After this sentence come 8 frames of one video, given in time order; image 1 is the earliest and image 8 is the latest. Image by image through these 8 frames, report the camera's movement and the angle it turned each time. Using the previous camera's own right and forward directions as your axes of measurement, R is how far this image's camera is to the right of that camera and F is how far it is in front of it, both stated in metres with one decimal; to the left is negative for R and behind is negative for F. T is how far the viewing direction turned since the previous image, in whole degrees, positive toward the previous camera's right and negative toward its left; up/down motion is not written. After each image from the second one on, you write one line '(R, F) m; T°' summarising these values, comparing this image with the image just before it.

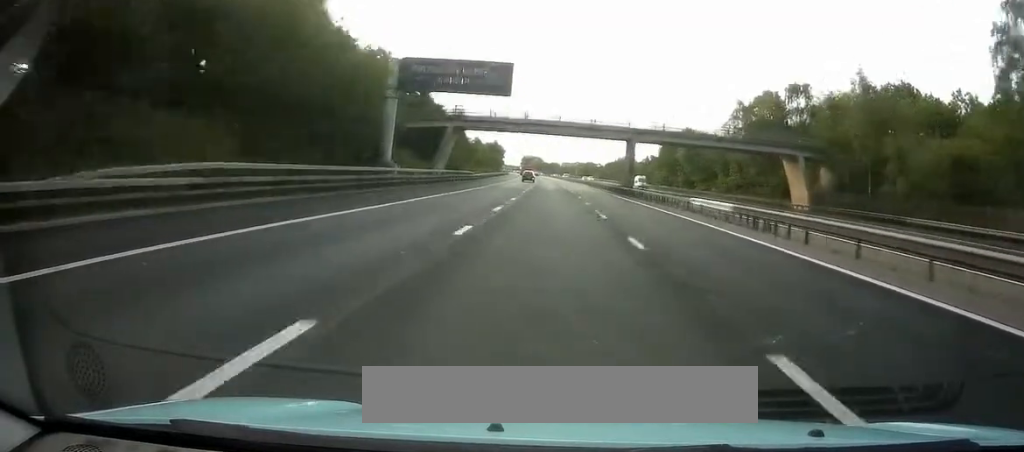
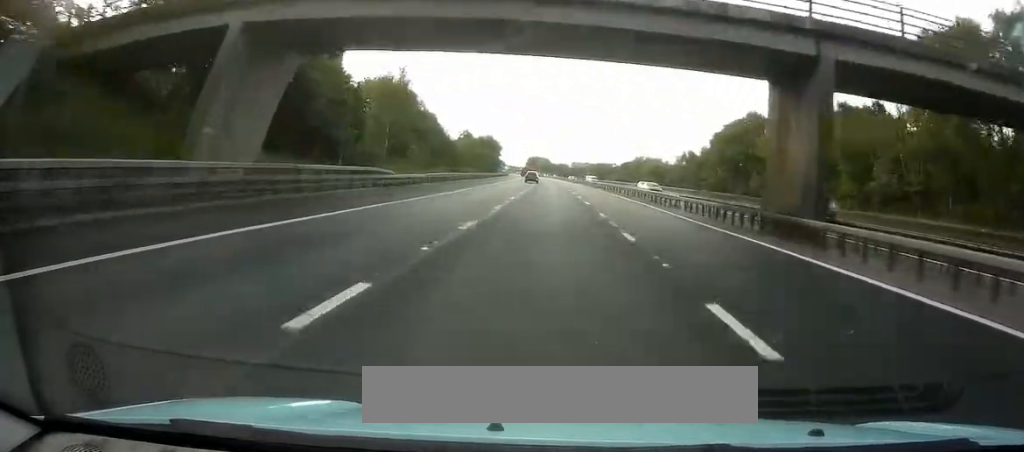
(+0.3, +43.4) m; 0°
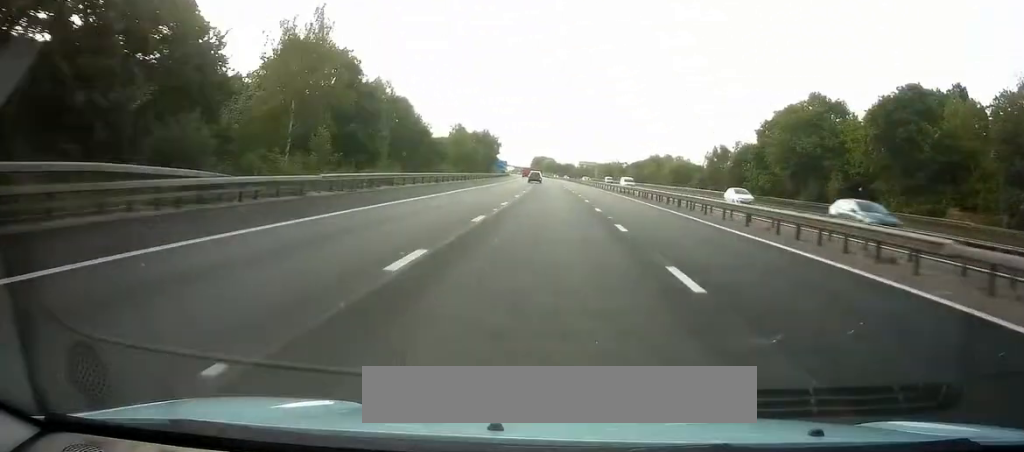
(+0.2, +23.6) m; -1°
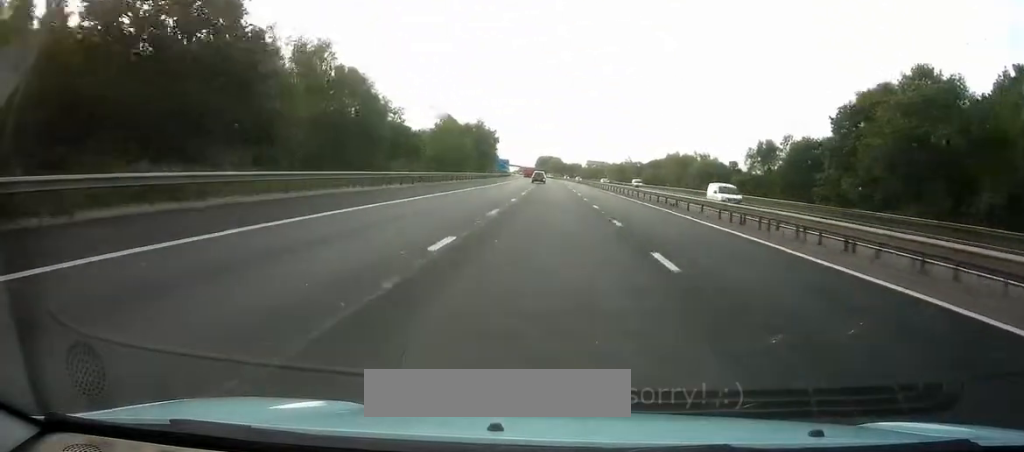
(-0.5, +23.6) m; -1°
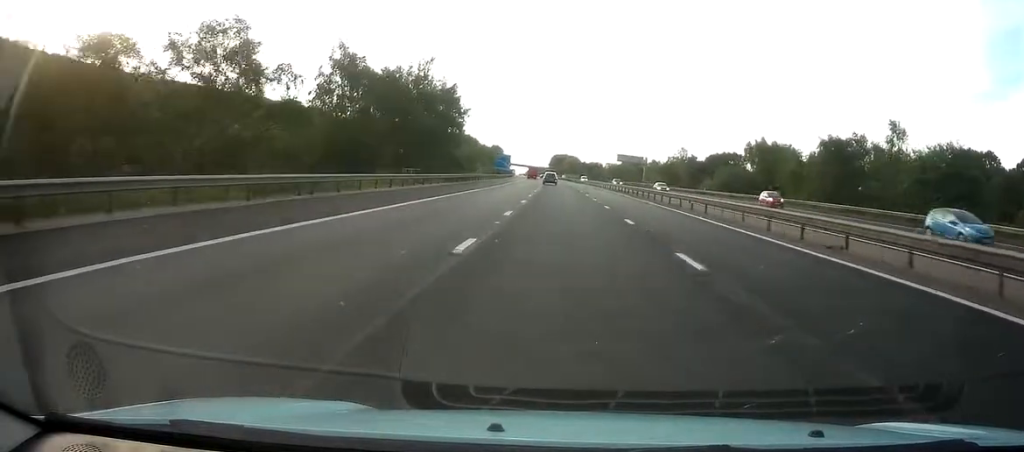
(-0.3, +71.7) m; -1°
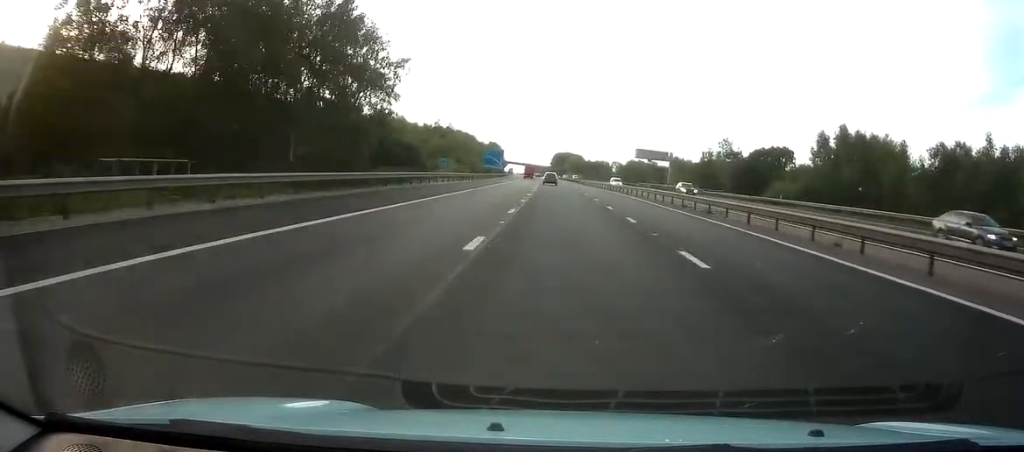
(-0.6, +36.2) m; -1°
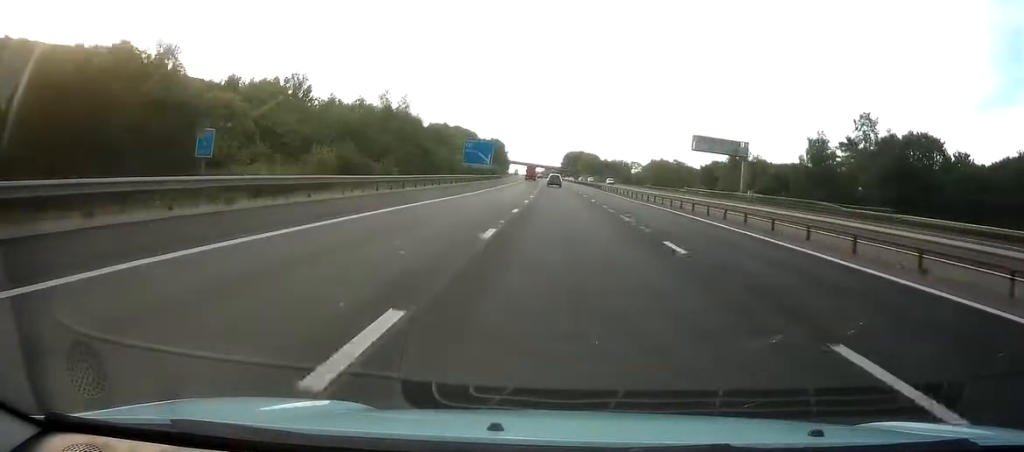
(-0.1, +50.2) m; -1°
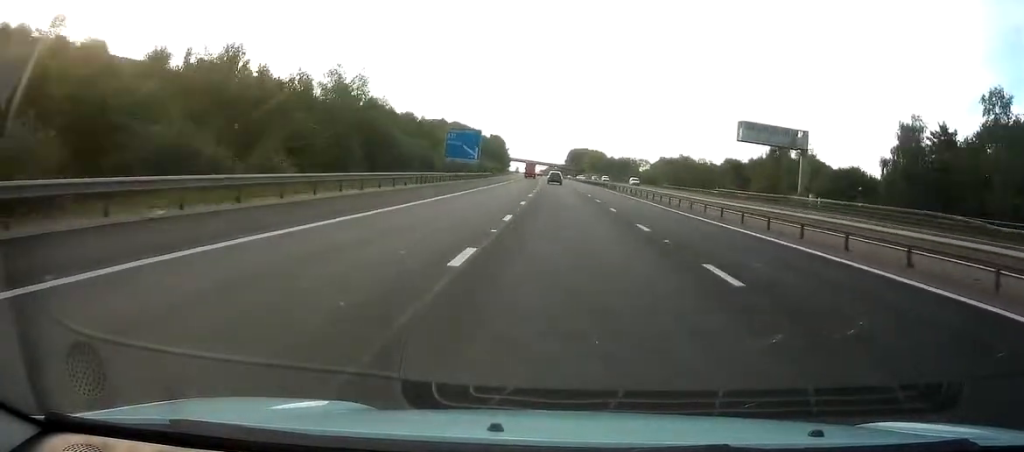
(-0.4, +21.5) m; -1°
